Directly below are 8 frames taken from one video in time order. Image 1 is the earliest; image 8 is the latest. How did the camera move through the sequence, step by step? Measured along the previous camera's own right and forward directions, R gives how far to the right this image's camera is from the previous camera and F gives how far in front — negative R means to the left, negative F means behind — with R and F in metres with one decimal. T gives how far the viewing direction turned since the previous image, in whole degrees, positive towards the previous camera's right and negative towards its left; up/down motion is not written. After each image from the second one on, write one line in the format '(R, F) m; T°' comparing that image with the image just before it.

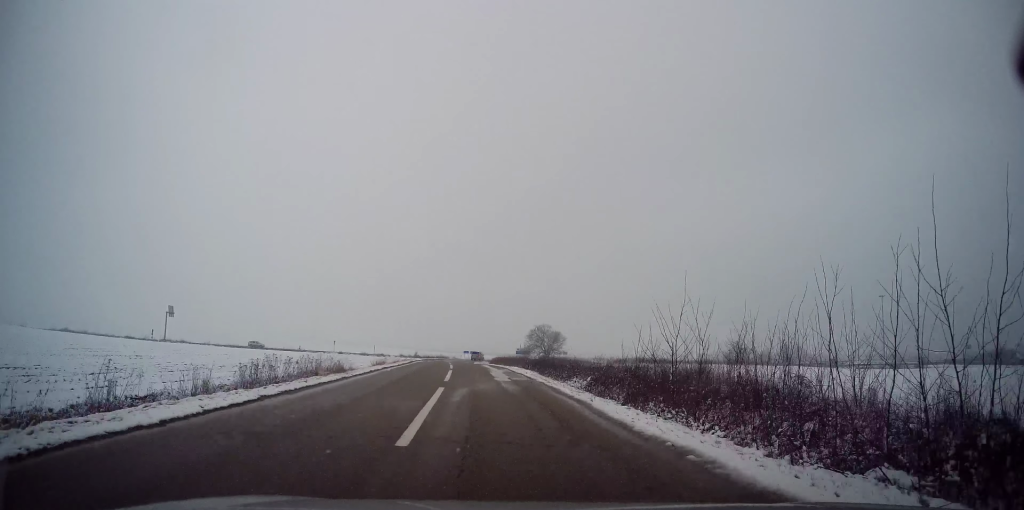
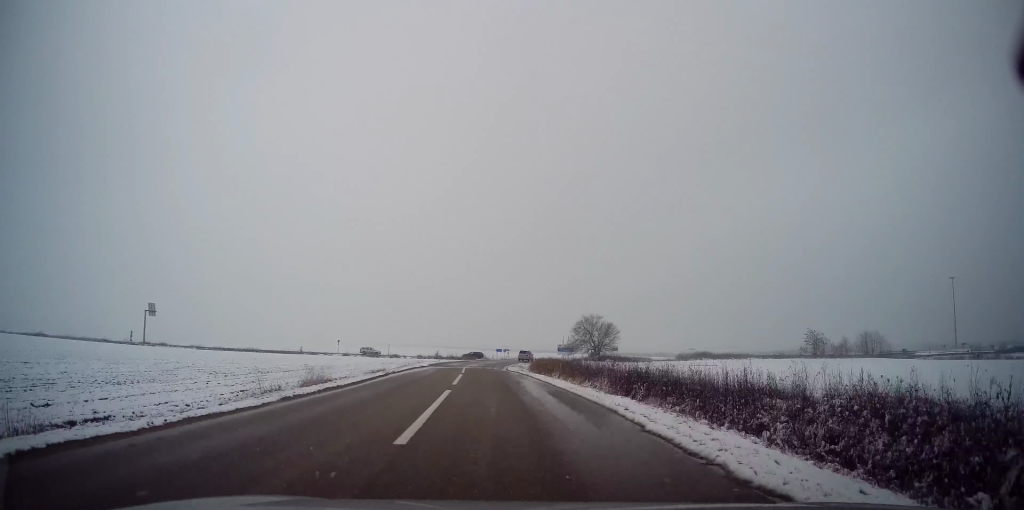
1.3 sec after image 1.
(-1.1, +23.4) m; -4°
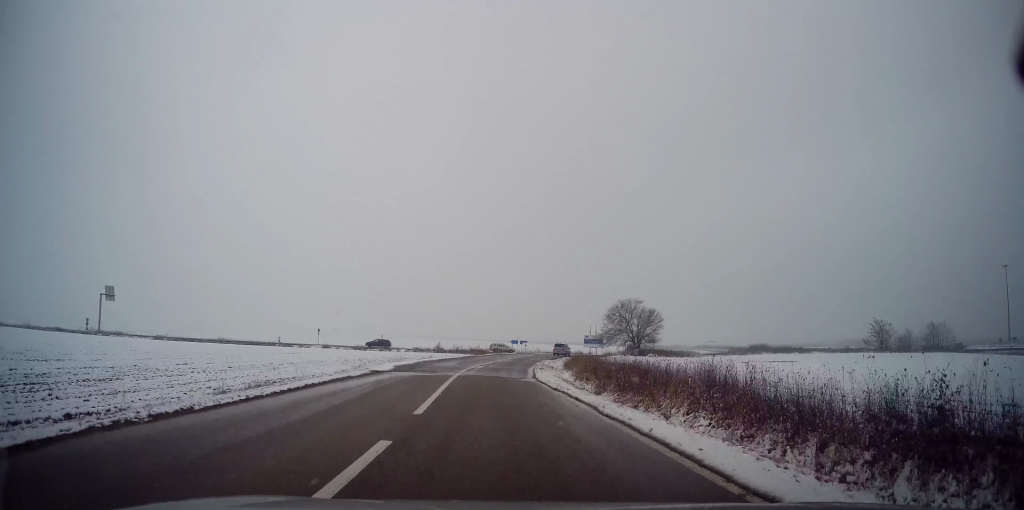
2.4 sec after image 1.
(-0.2, +20.5) m; 0°
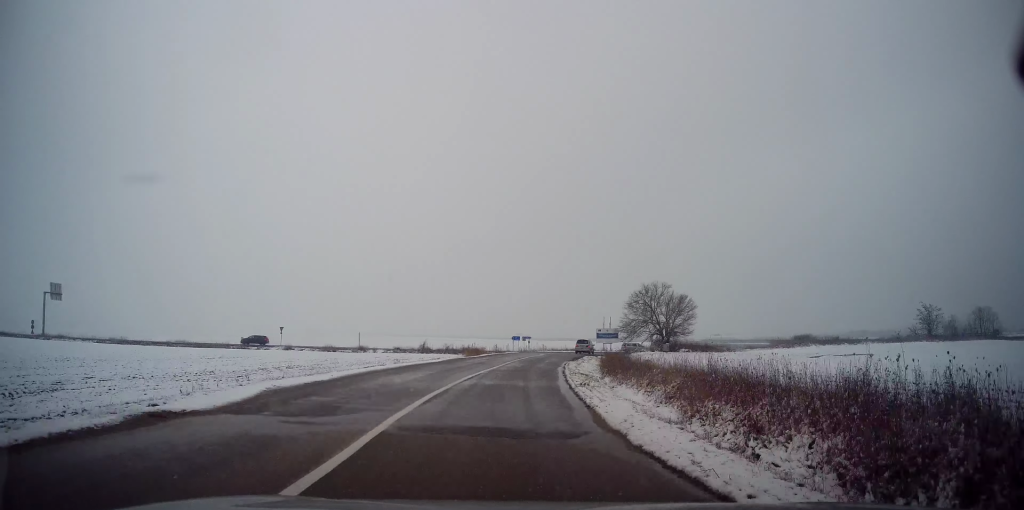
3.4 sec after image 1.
(+0.1, +15.9) m; 0°
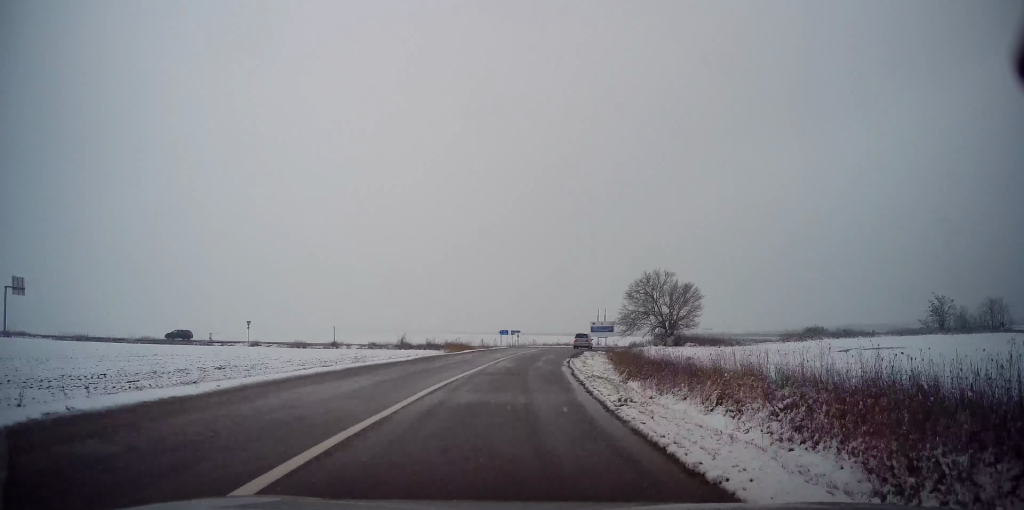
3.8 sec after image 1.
(0.0, +6.7) m; +1°
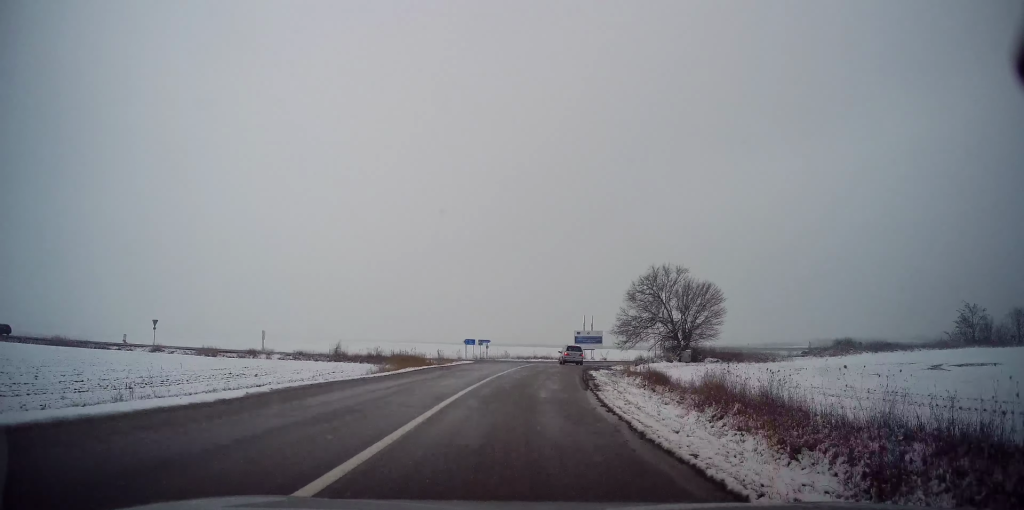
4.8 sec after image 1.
(+0.1, +14.3) m; +3°
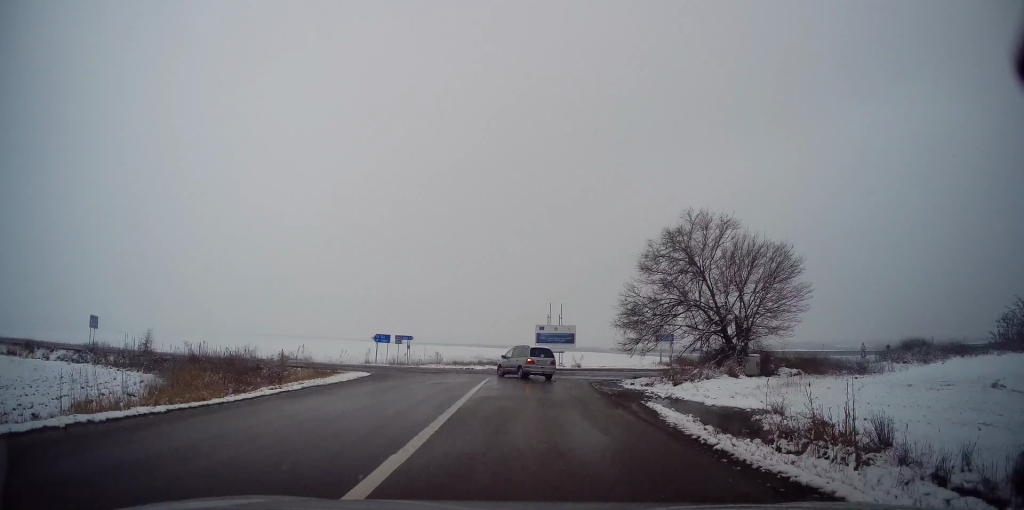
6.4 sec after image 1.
(+0.8, +20.4) m; +5°
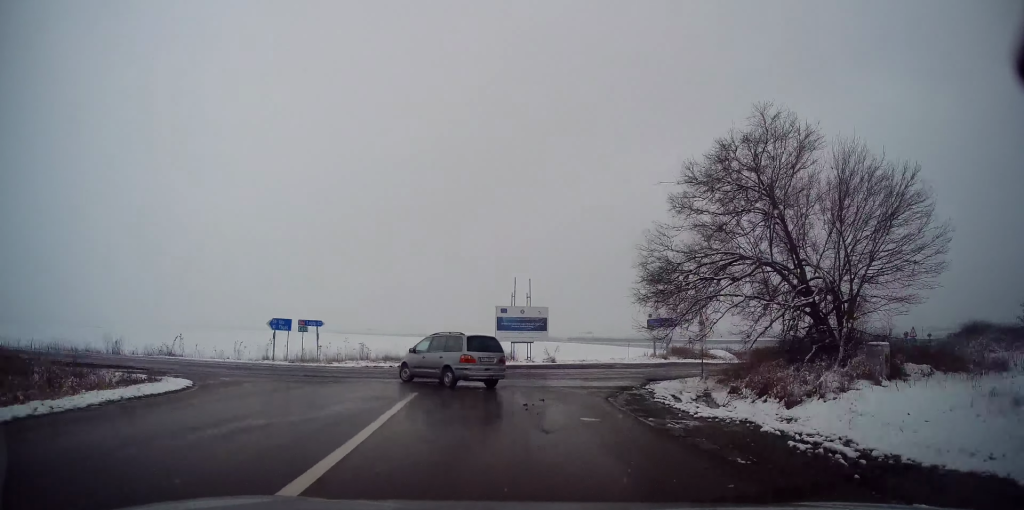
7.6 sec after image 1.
(+0.9, +12.2) m; +6°
